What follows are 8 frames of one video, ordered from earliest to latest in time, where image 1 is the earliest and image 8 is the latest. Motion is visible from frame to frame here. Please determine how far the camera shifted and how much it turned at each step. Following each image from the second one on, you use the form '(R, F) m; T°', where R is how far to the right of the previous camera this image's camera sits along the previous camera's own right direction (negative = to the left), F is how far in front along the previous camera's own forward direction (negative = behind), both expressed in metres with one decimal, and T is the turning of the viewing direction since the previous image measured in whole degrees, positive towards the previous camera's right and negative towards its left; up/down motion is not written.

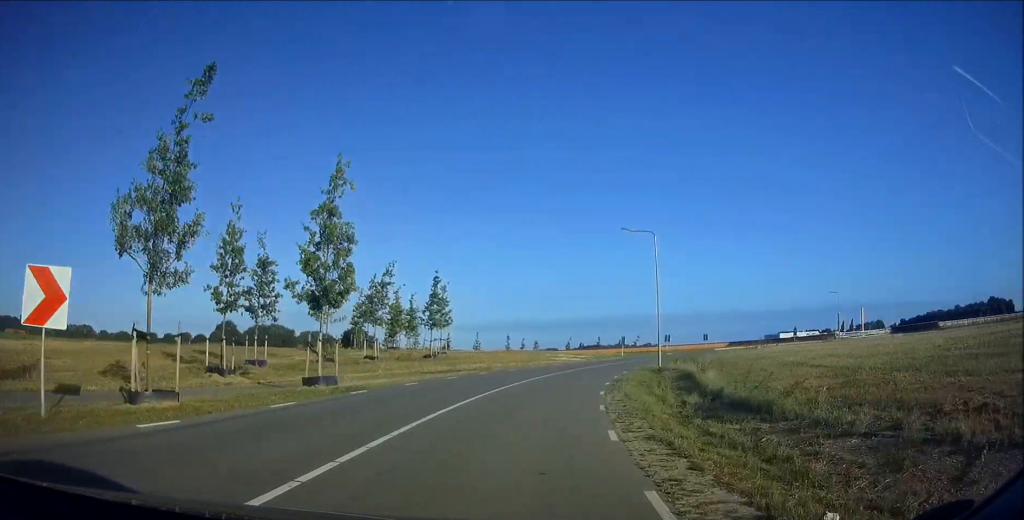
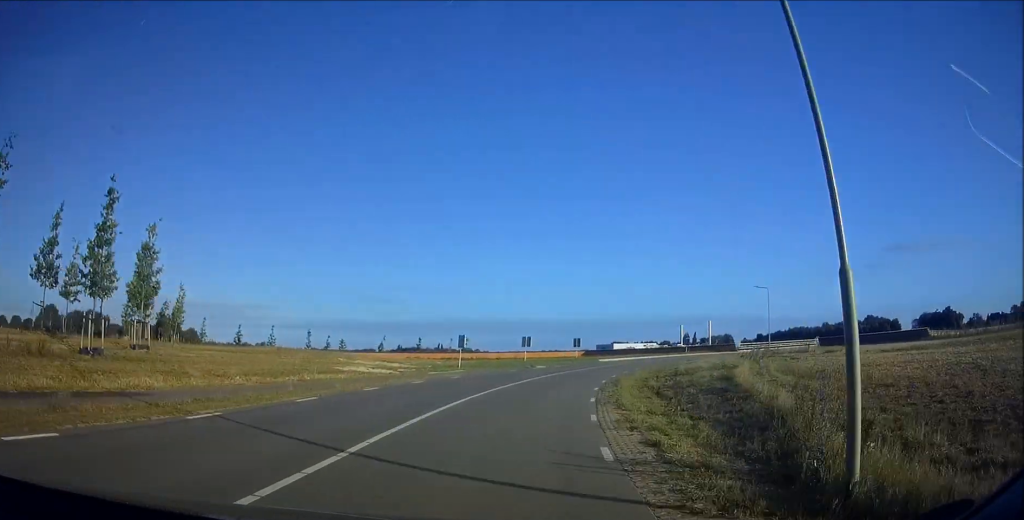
(+2.5, +26.2) m; +16°
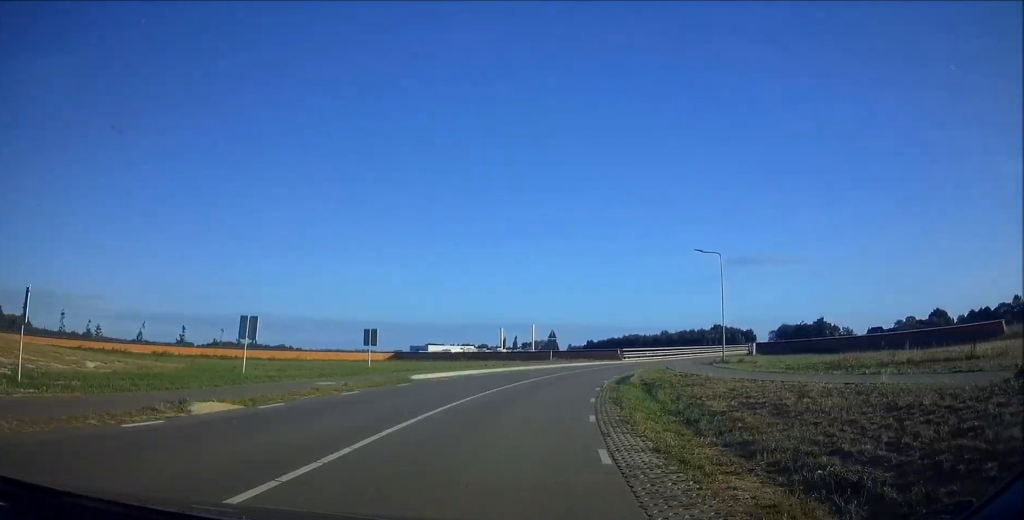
(+5.8, +29.1) m; +18°
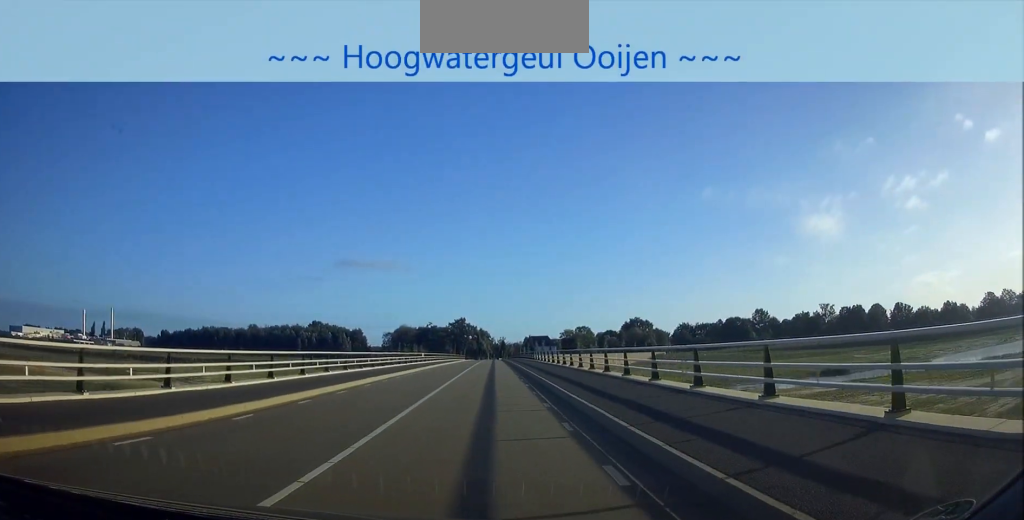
(+28.0, +86.1) m; +24°
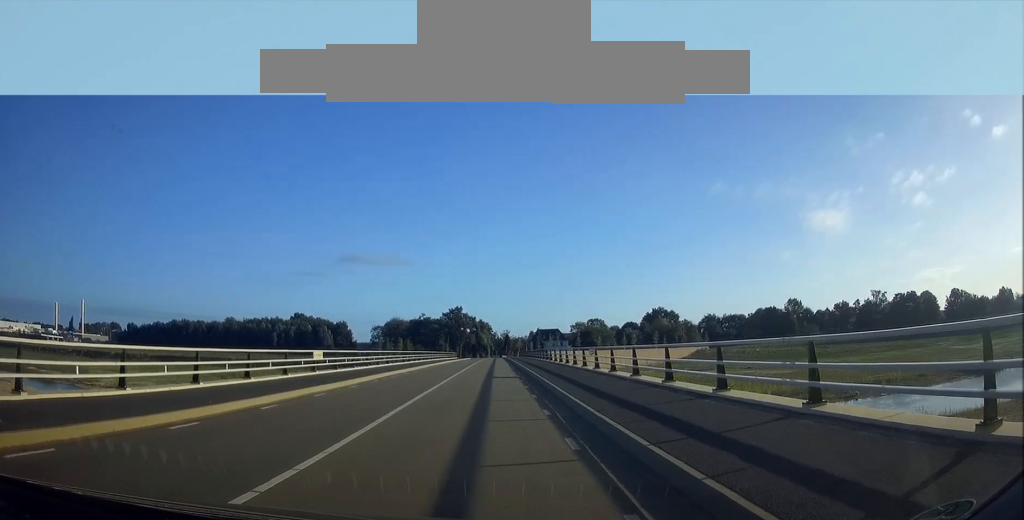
(-0.1, +41.2) m; 0°
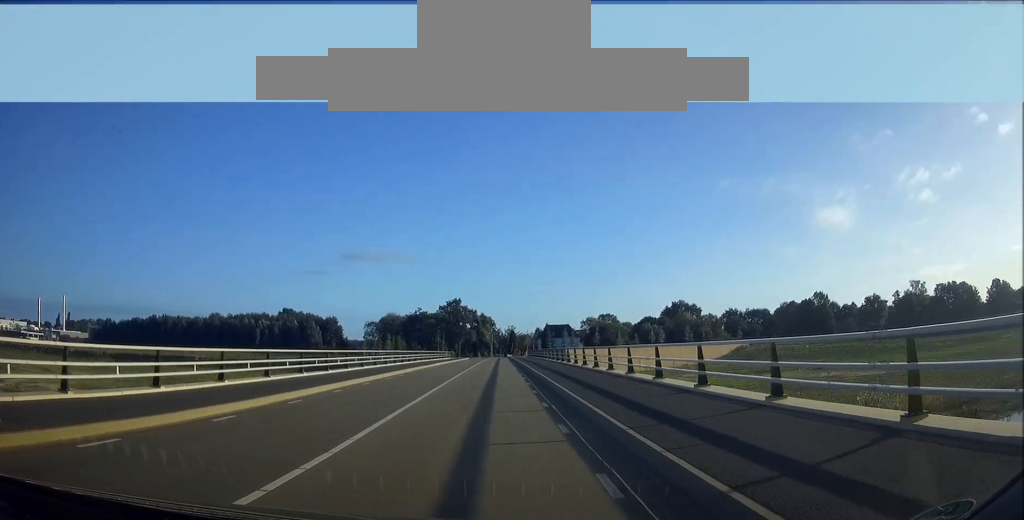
(-0.1, +25.3) m; 0°
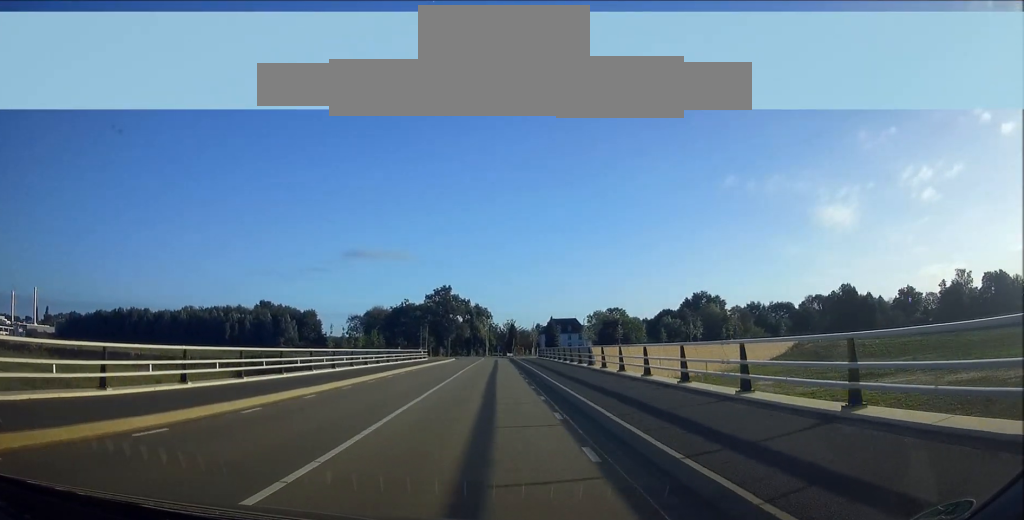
(0.0, +30.2) m; 0°
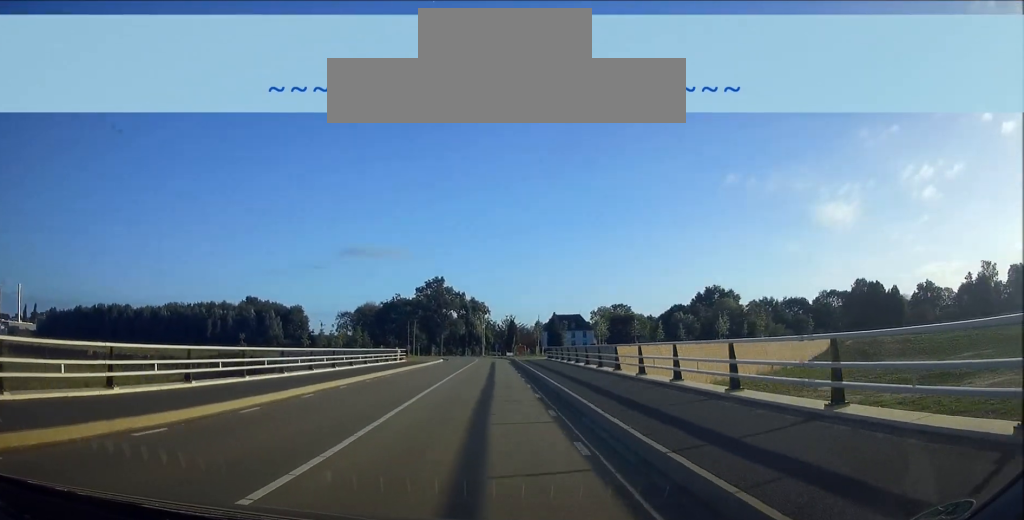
(0.0, +15.7) m; 0°
